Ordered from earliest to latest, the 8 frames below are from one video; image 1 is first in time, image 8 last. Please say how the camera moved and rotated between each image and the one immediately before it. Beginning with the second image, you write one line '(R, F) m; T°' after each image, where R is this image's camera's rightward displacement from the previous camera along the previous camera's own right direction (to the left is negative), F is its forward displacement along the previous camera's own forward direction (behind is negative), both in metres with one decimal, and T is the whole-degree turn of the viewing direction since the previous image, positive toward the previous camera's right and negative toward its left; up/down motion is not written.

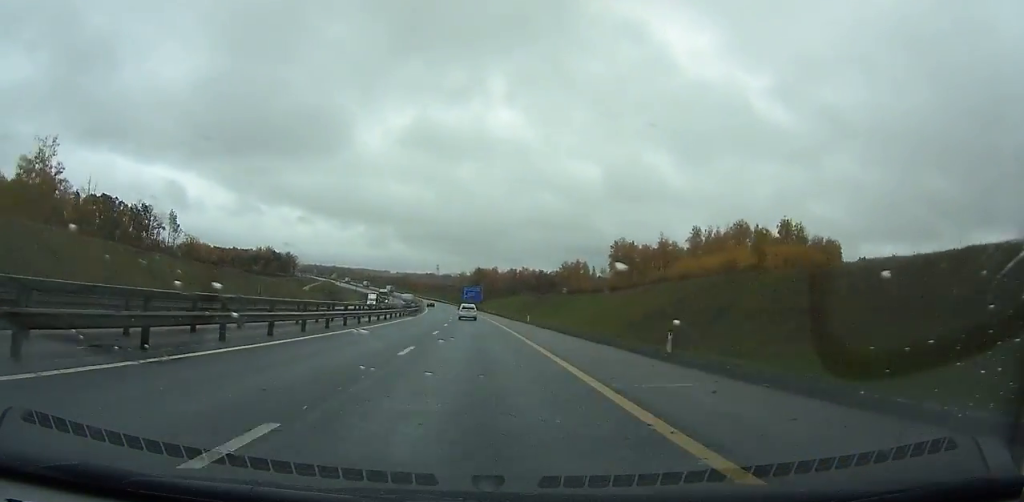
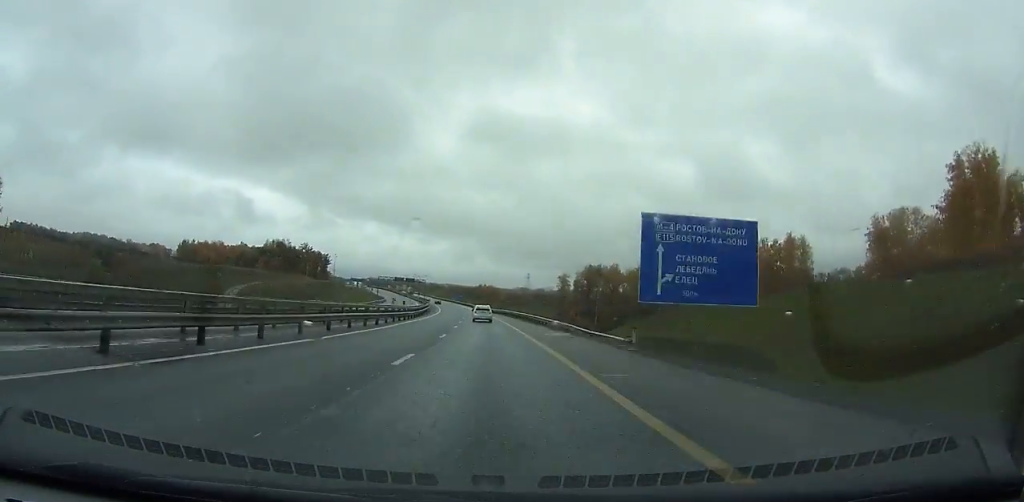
(-11.6, +157.2) m; -9°
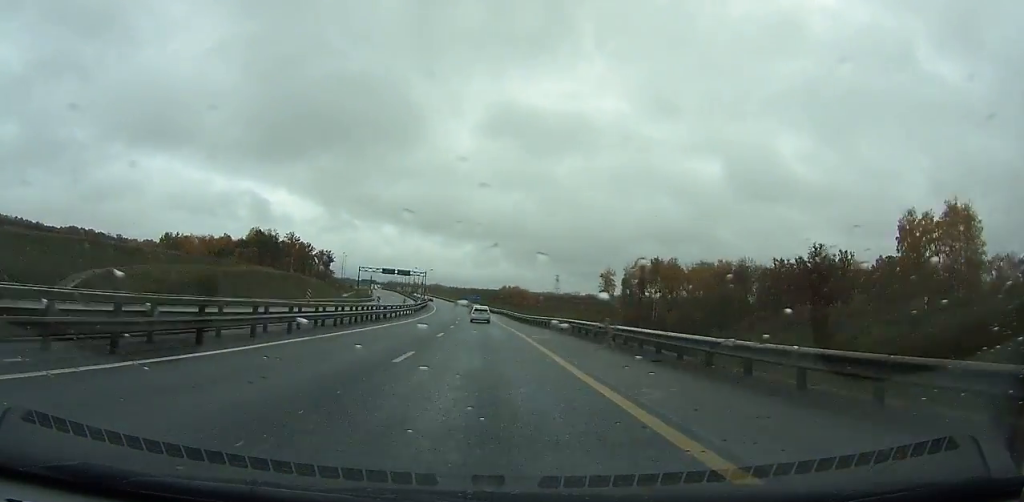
(-2.3, +58.5) m; -3°
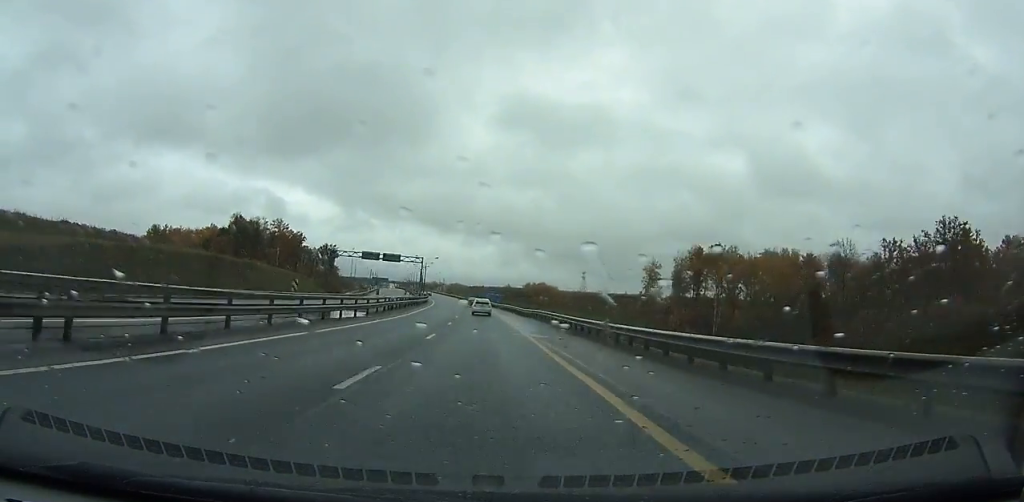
(0.0, +42.1) m; -2°
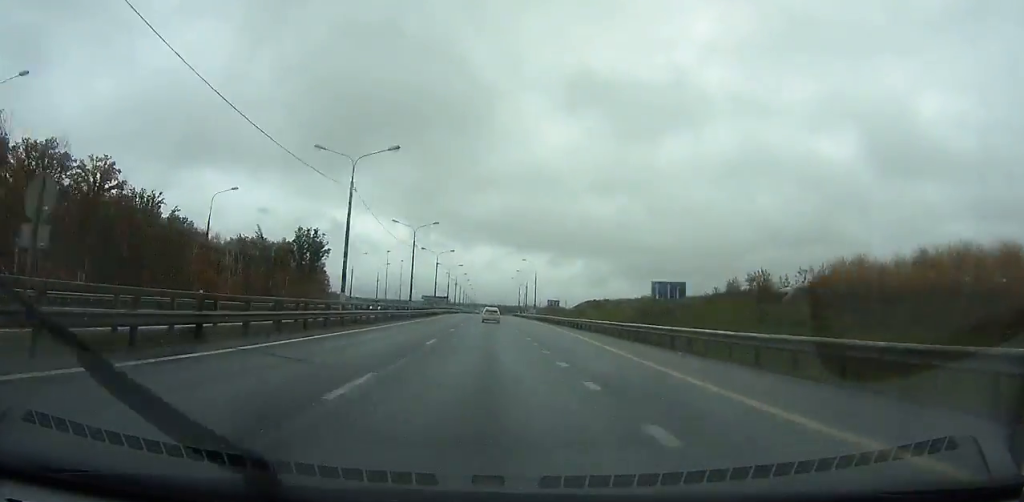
(-16.5, +190.9) m; -8°
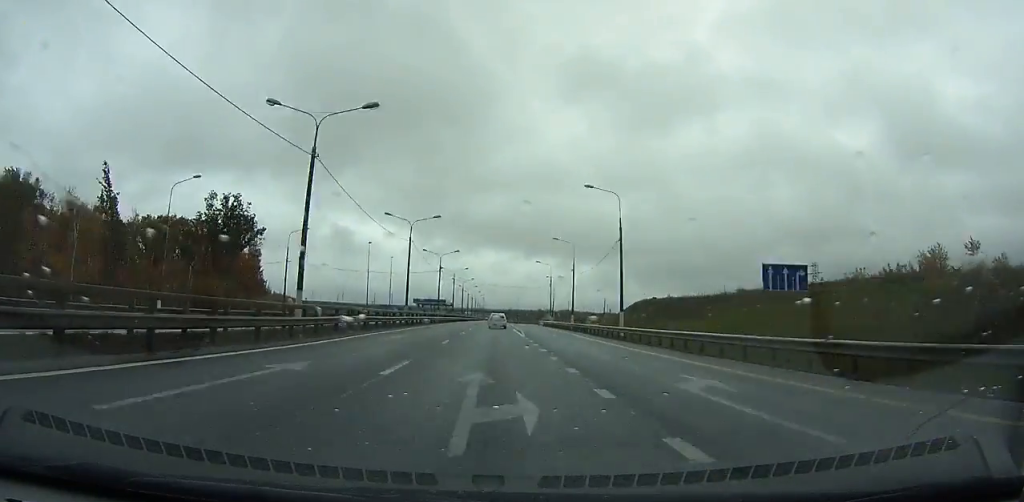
(-1.3, +67.7) m; -1°
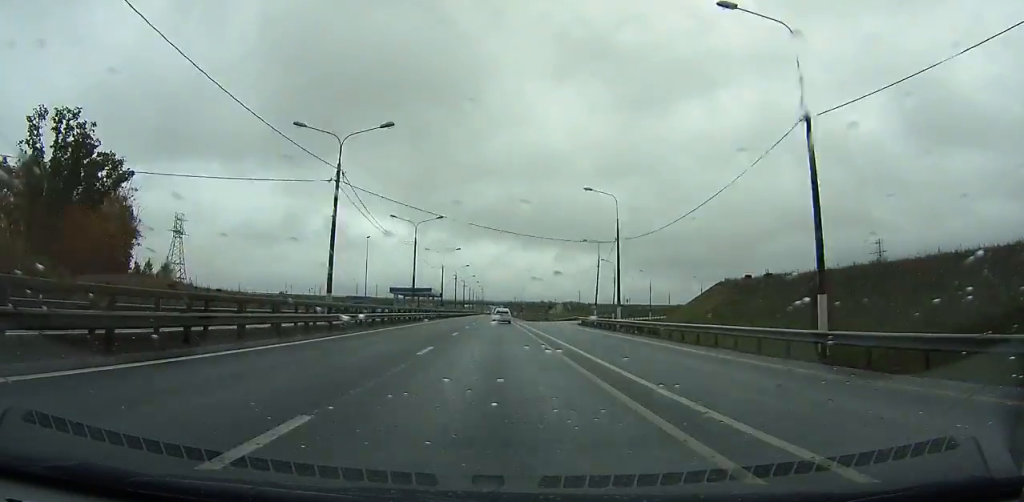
(-0.3, +55.0) m; 0°
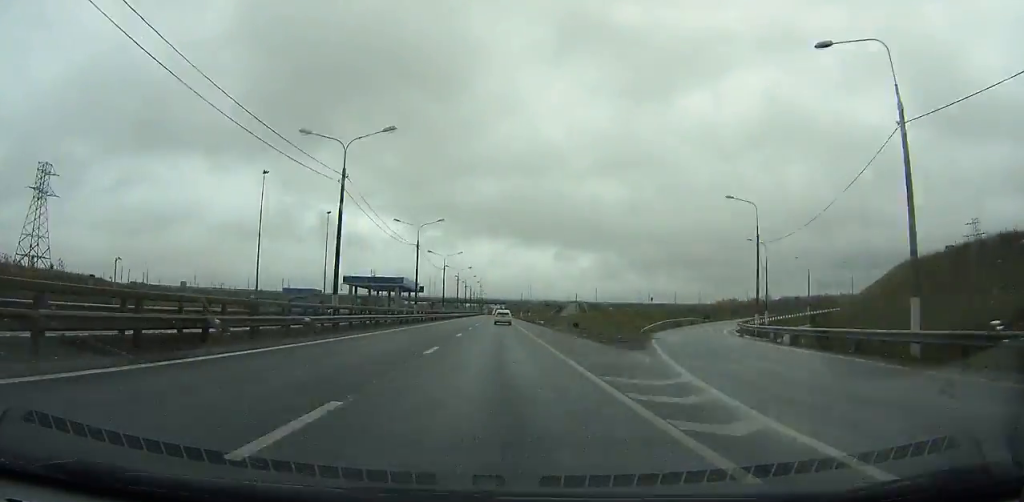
(+0.1, +57.7) m; 0°
